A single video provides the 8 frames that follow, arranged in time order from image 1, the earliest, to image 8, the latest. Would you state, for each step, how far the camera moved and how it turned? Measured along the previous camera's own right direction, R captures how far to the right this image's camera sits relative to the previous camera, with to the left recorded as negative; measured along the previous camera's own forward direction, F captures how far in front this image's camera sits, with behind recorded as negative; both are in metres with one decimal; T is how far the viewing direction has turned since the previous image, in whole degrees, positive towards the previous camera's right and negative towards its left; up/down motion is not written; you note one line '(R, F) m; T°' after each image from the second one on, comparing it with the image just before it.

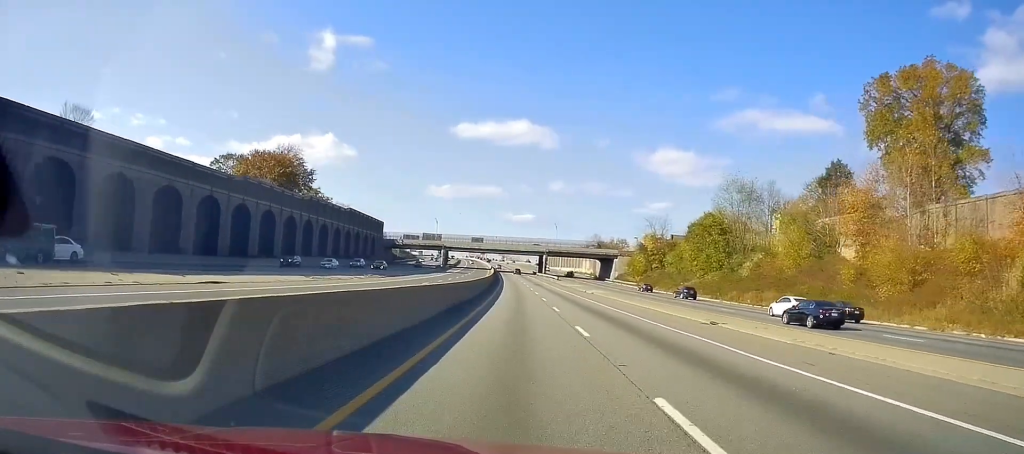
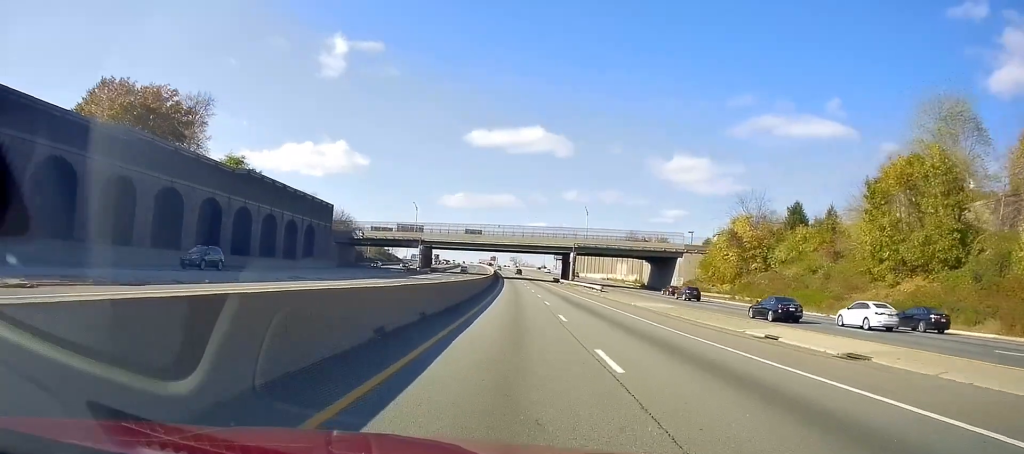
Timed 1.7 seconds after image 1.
(+0.1, +56.1) m; 0°
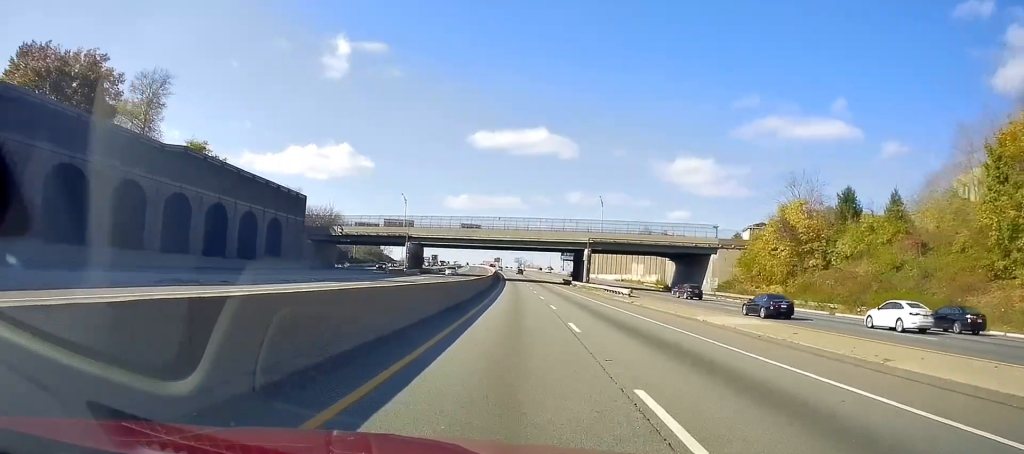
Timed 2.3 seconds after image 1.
(-0.2, +17.1) m; 0°
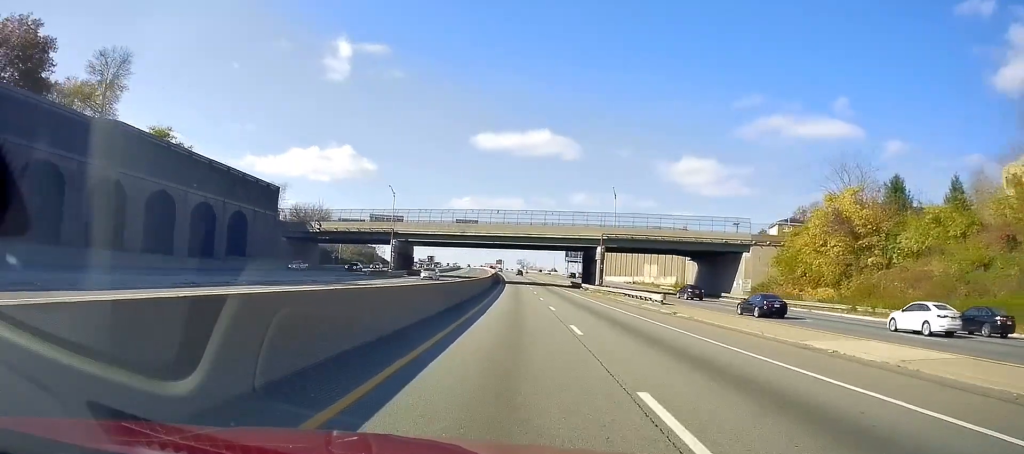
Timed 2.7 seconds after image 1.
(0.0, +12.7) m; 0°
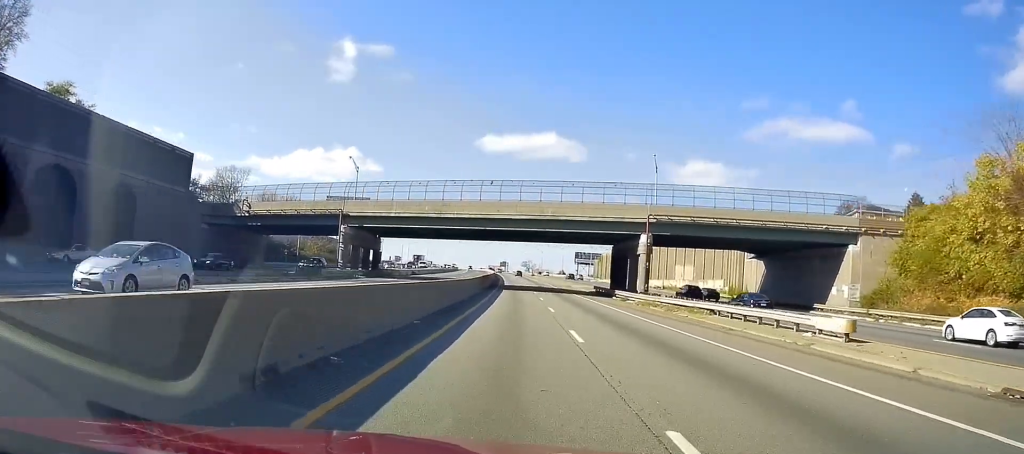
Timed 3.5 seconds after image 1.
(+0.1, +26.3) m; -1°
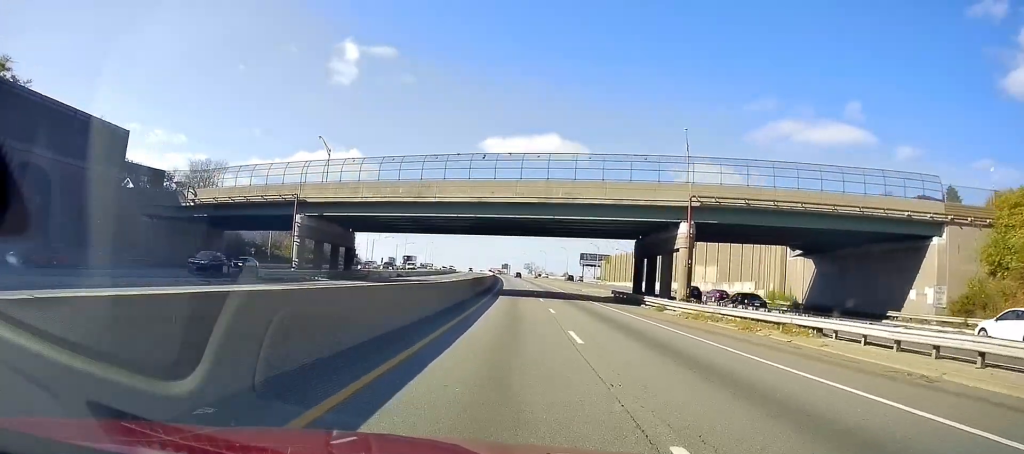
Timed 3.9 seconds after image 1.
(-0.2, +12.5) m; 0°
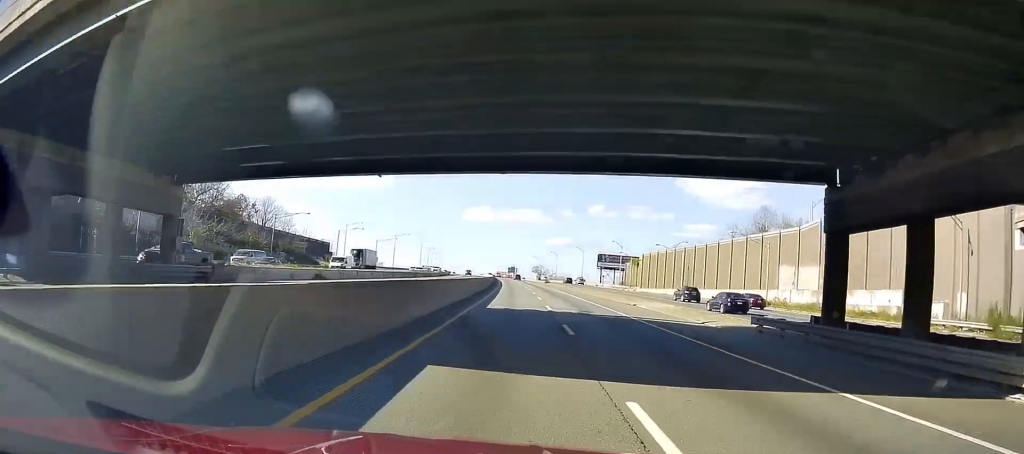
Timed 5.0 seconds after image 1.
(-0.3, +34.4) m; -1°
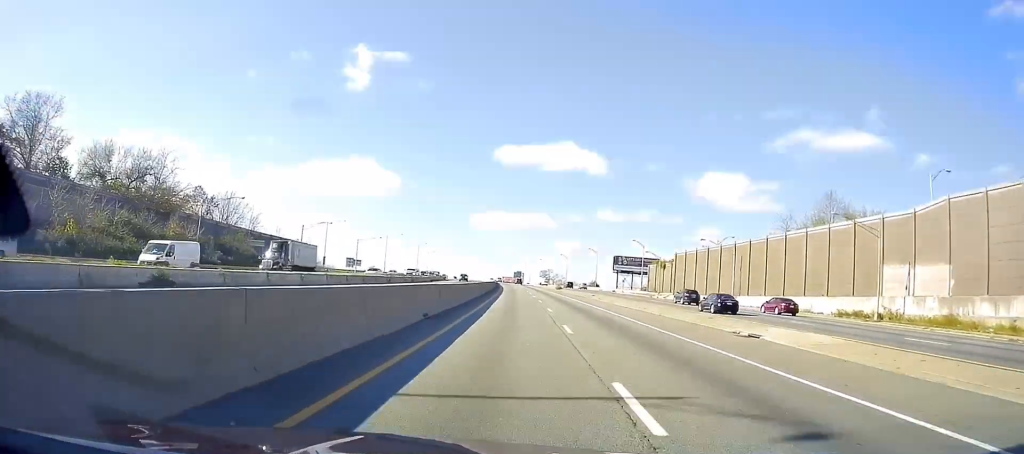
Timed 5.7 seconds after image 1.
(-0.1, +22.8) m; -1°
